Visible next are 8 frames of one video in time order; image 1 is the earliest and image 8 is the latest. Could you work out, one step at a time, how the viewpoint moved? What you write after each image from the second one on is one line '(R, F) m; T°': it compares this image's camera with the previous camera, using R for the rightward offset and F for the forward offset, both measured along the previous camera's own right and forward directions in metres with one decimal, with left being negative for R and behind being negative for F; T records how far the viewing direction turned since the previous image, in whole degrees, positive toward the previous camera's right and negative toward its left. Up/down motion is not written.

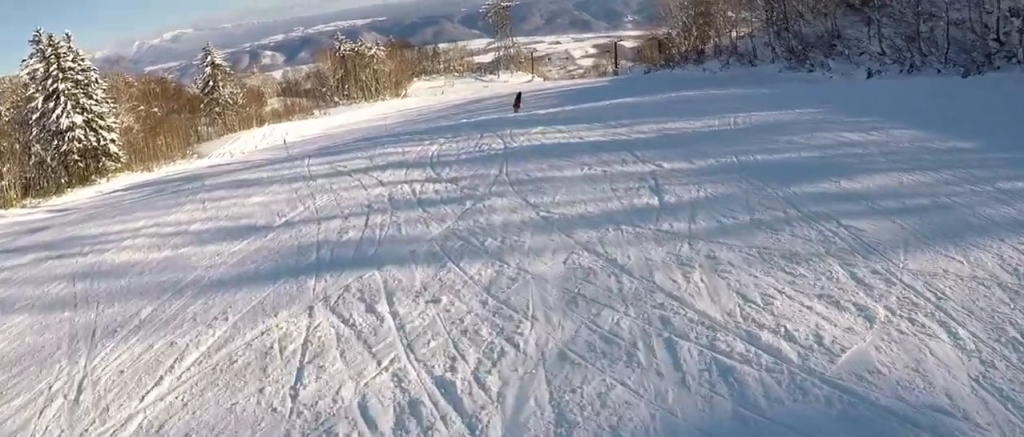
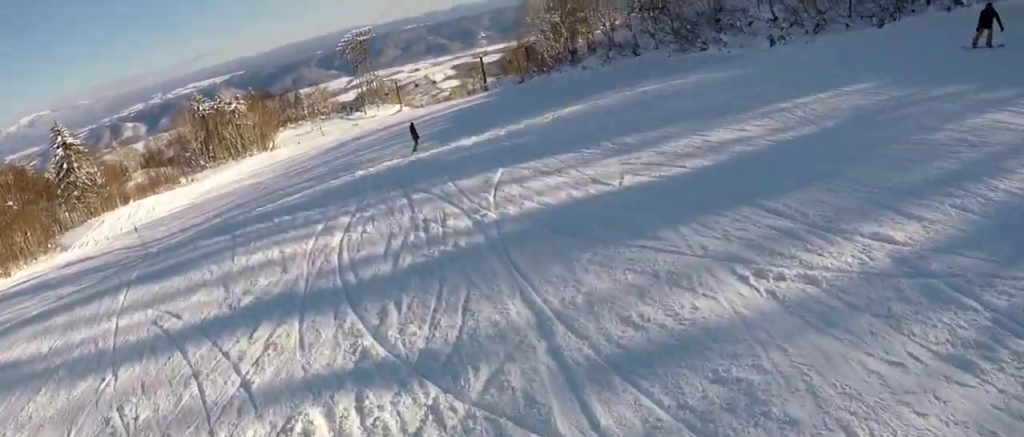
(+1.8, +5.8) m; +7°
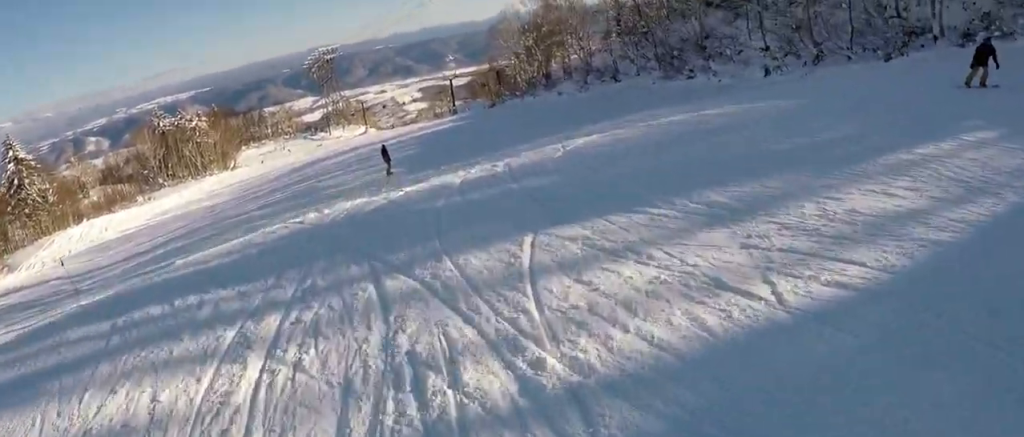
(0.0, +3.4) m; -1°
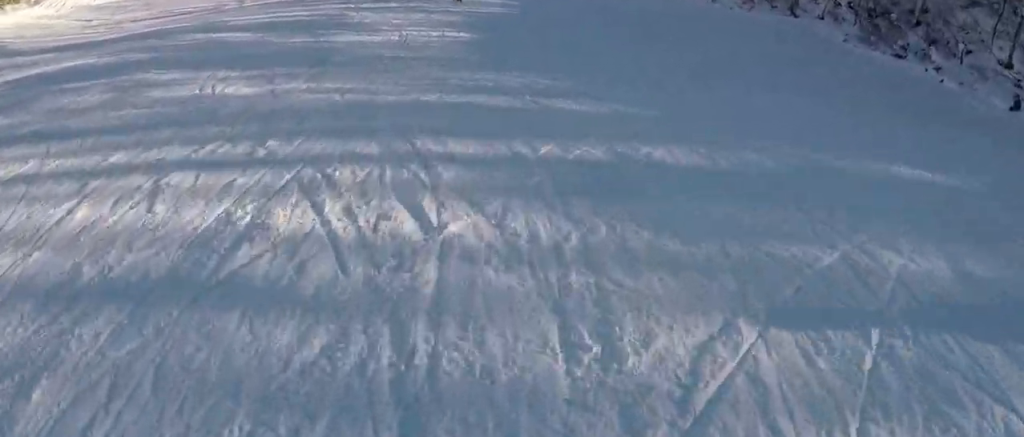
(-2.1, +13.0) m; -9°
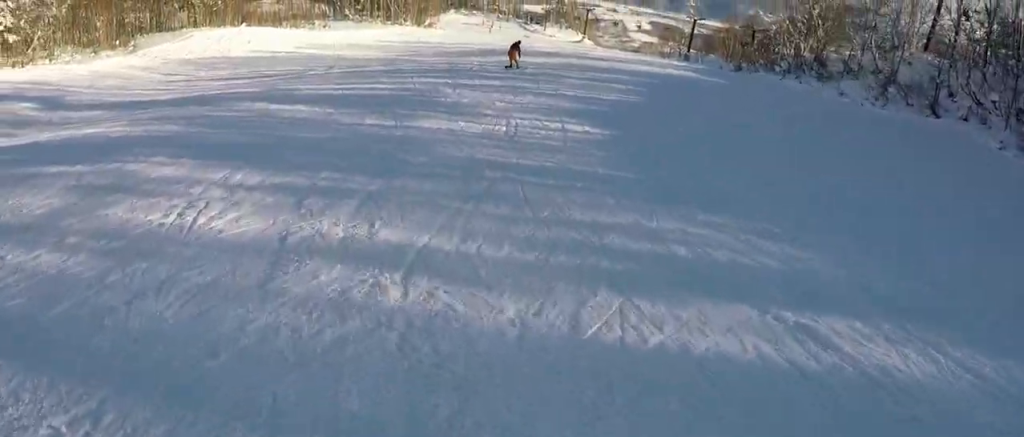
(+0.1, +5.4) m; +4°
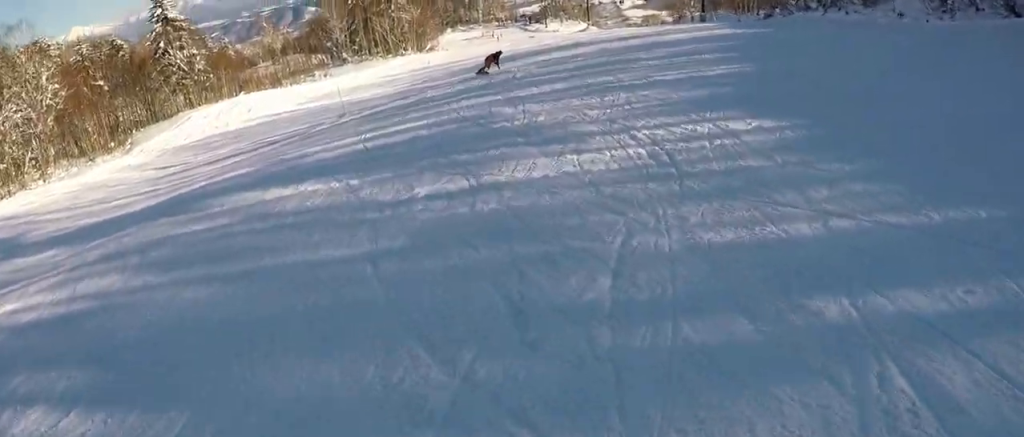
(+0.2, +6.0) m; +4°
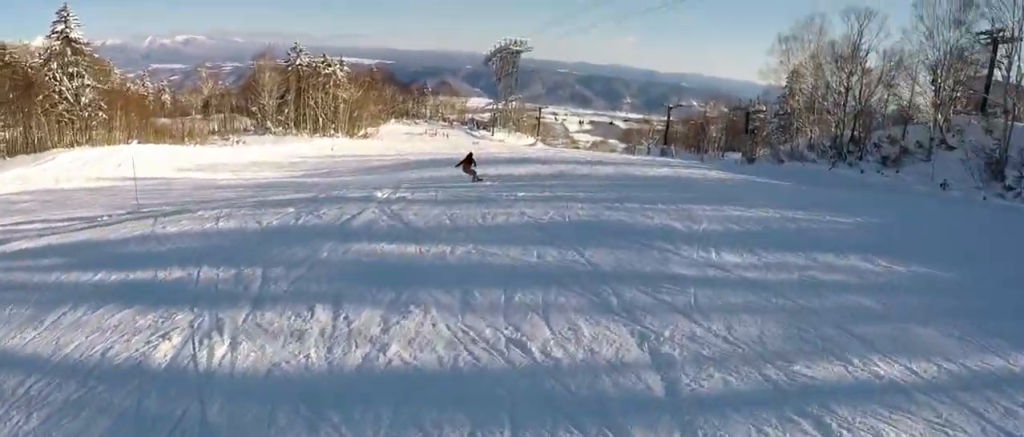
(+0.2, +13.7) m; -3°
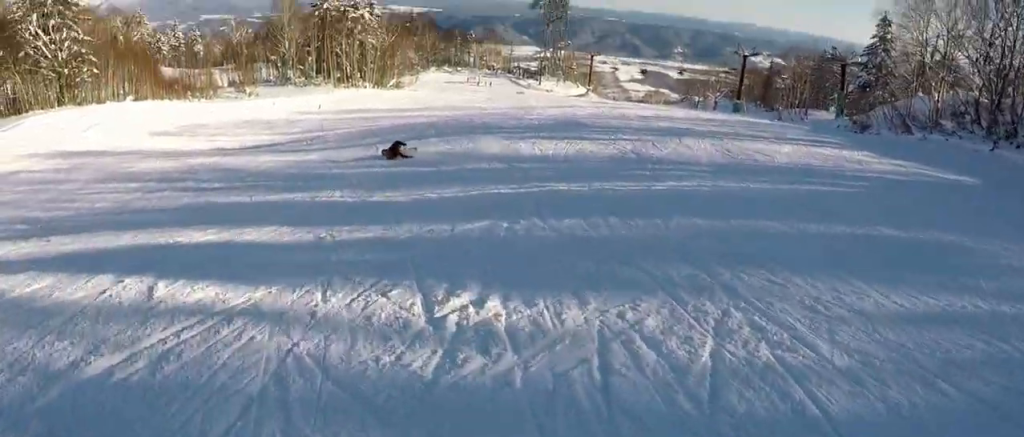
(-0.7, +12.8) m; -3°
